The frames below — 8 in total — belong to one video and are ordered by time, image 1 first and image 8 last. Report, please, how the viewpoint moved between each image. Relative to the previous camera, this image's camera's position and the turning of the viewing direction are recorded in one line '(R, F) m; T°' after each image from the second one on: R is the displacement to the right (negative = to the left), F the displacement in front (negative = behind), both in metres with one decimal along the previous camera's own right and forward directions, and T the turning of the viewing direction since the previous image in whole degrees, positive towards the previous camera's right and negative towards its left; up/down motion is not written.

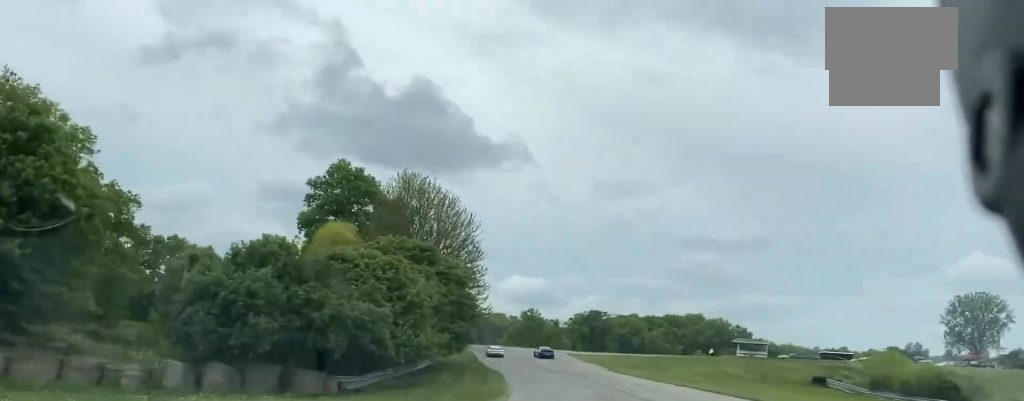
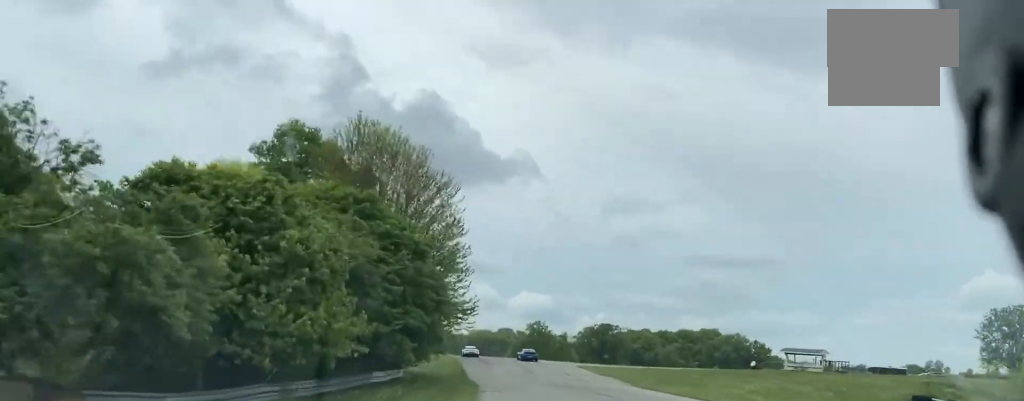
(+1.1, +19.9) m; -1°
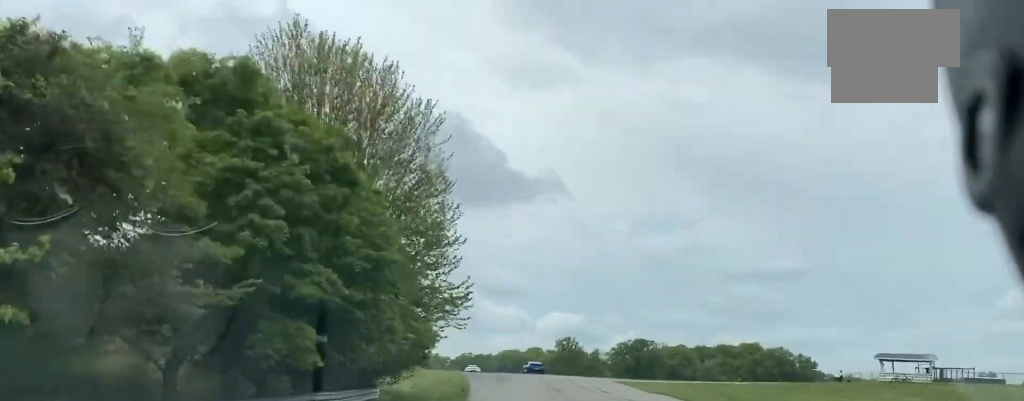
(-1.0, +19.4) m; -5°
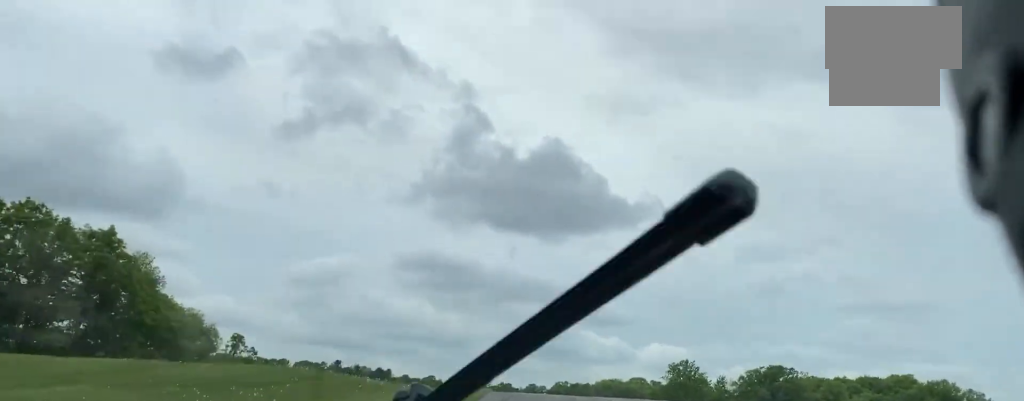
(-6.4, +52.8) m; -11°
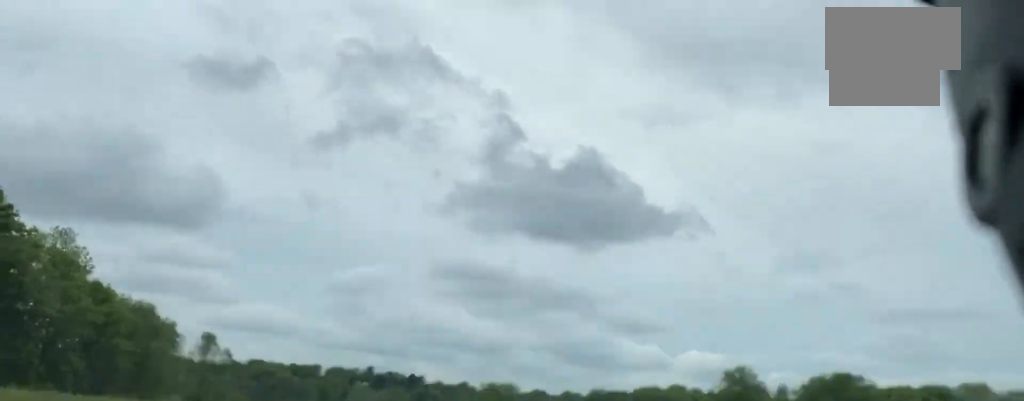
(-0.2, +27.8) m; -2°
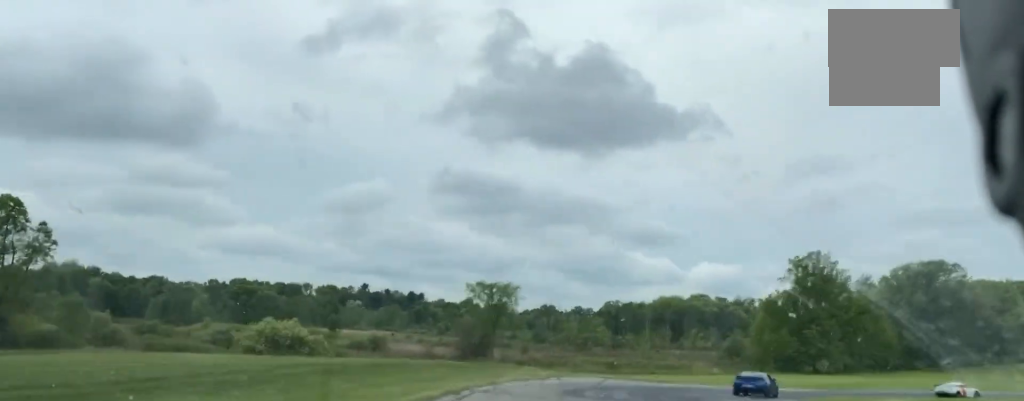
(-1.6, +44.0) m; +1°
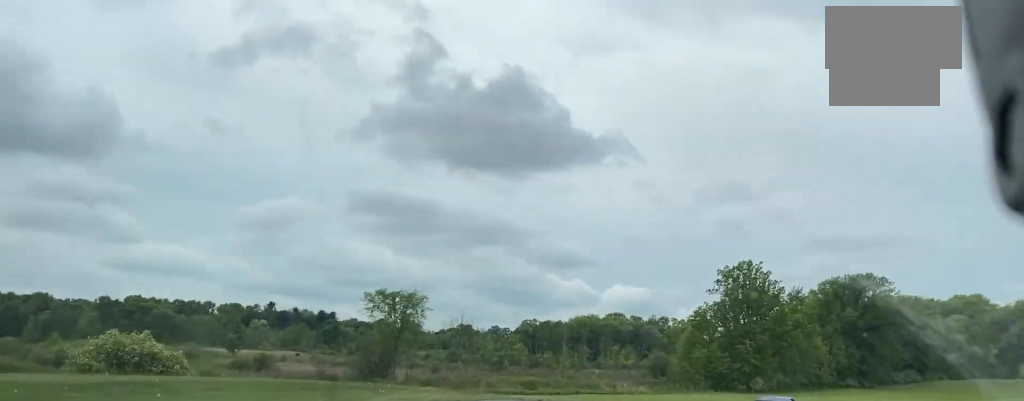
(-0.5, +17.0) m; +6°
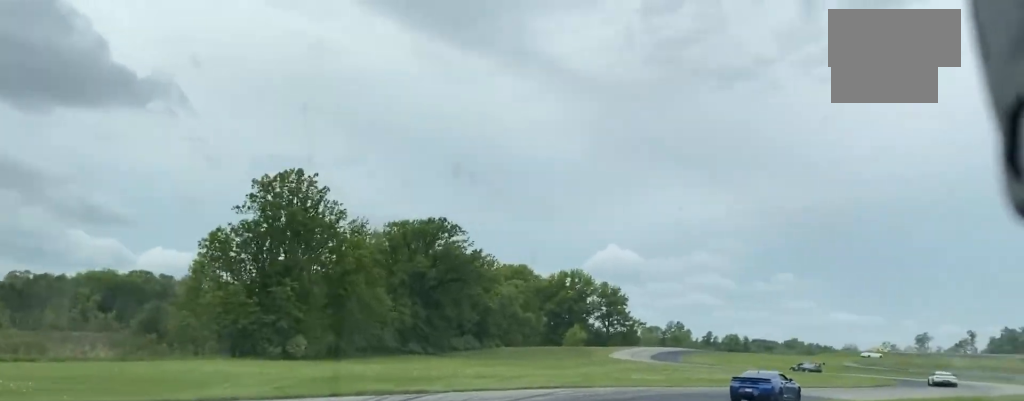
(+13.0, +40.5) m; +38°
